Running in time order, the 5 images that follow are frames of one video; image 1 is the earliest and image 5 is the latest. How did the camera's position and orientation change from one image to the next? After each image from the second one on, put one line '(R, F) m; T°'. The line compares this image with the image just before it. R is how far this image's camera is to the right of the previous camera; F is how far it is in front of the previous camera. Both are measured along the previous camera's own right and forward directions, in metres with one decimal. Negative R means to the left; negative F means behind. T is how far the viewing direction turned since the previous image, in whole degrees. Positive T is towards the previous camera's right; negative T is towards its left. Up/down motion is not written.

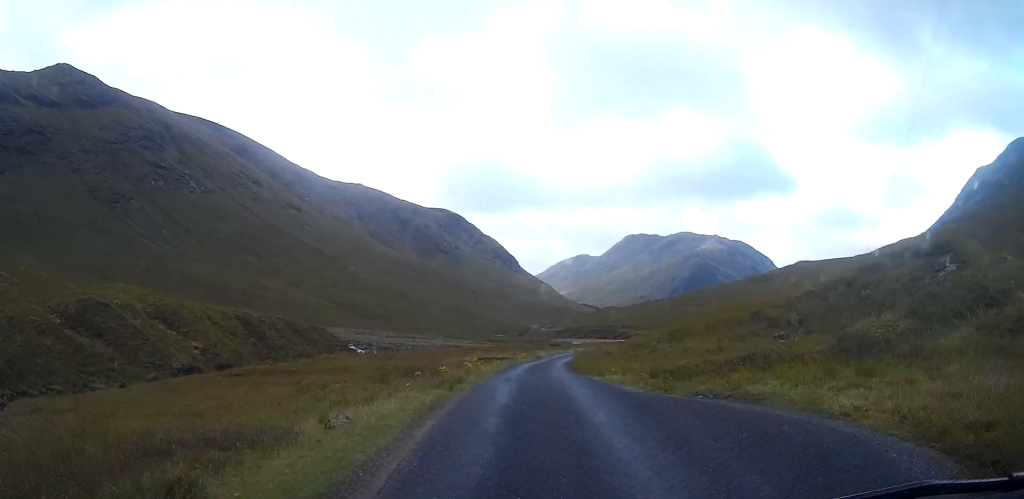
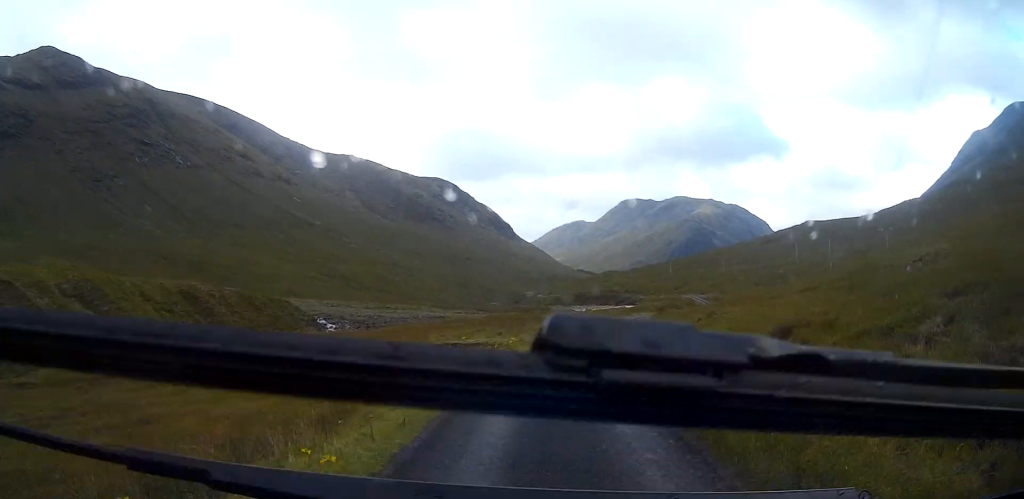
(-0.2, +25.1) m; 0°
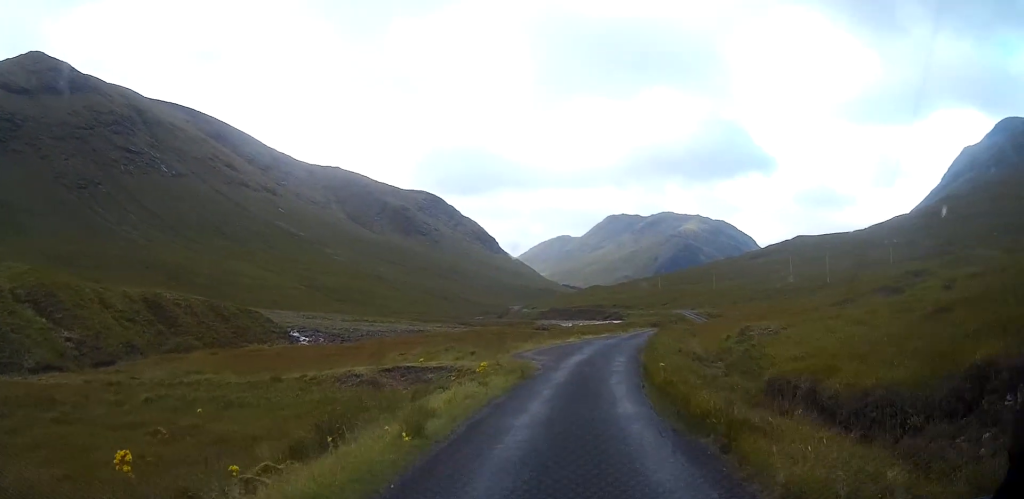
(0.0, +8.3) m; +1°
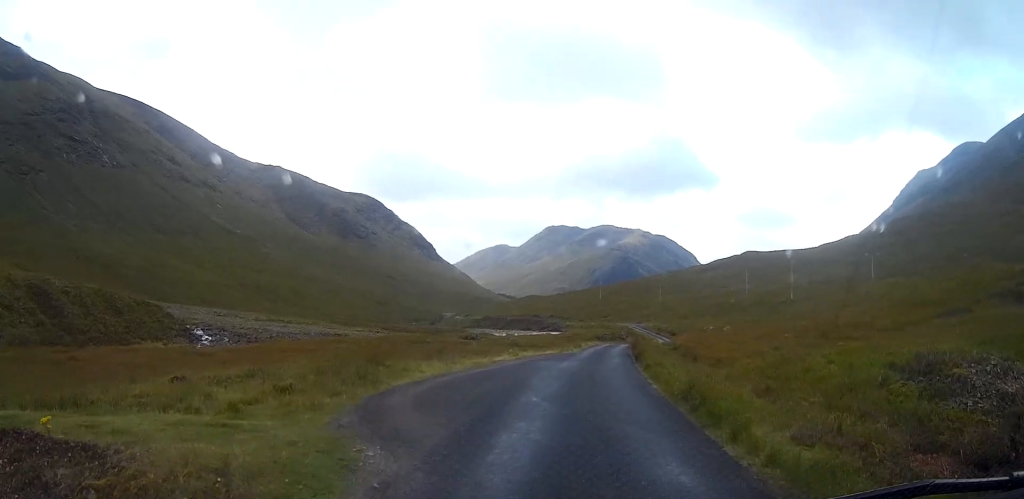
(+0.5, +18.0) m; +4°
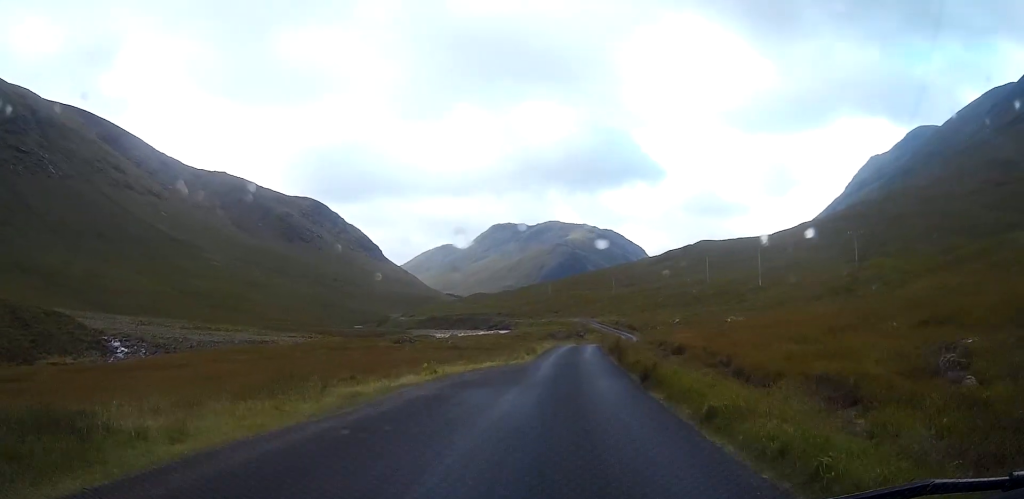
(+0.6, +14.6) m; +4°
